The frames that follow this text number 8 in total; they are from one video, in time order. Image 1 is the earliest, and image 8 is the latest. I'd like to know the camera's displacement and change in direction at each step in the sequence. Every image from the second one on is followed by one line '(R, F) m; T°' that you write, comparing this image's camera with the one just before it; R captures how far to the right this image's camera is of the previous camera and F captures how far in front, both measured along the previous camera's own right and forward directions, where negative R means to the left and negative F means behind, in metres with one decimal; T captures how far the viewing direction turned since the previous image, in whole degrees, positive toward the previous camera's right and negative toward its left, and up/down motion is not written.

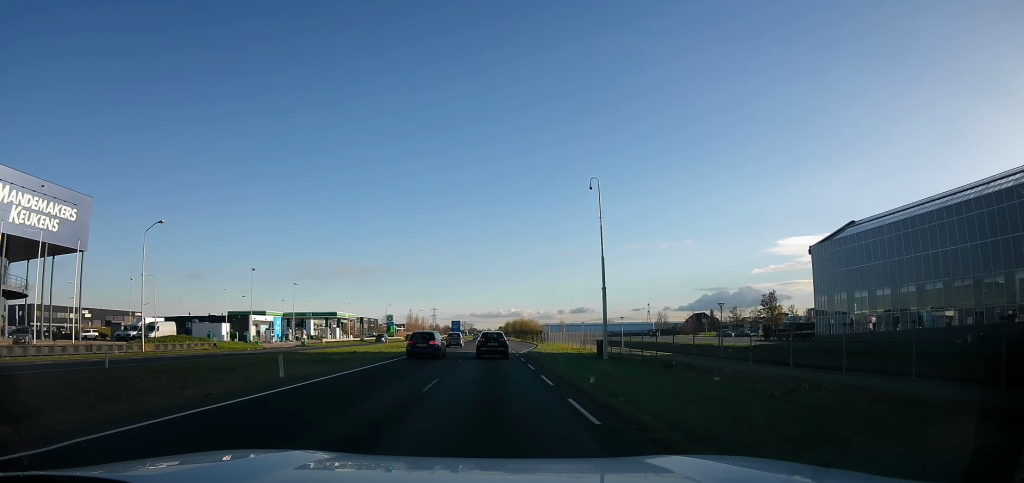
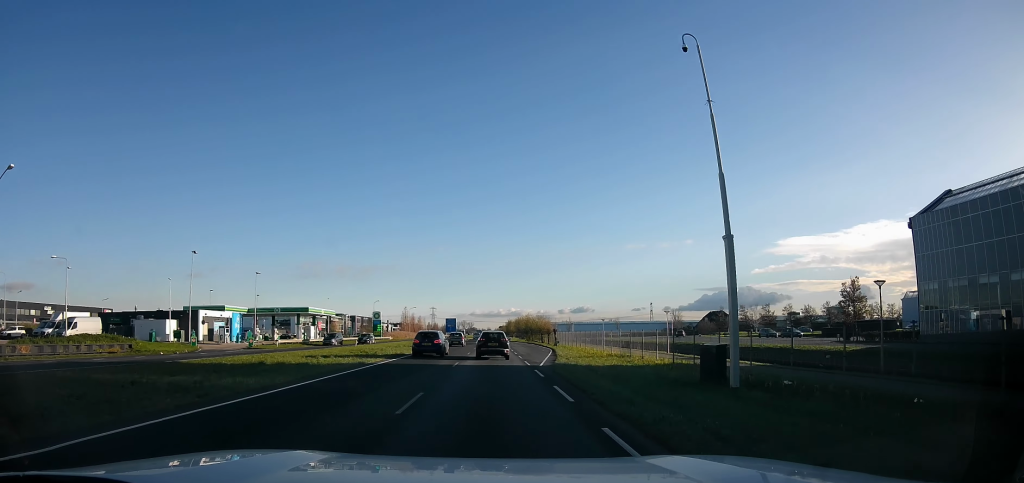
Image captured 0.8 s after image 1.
(0.0, +15.6) m; 0°
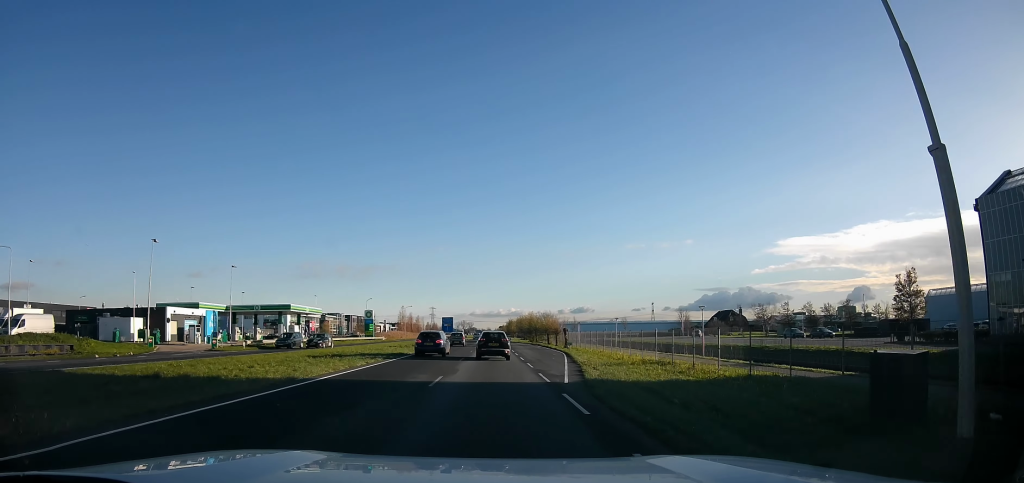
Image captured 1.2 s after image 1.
(0.0, +7.8) m; 0°
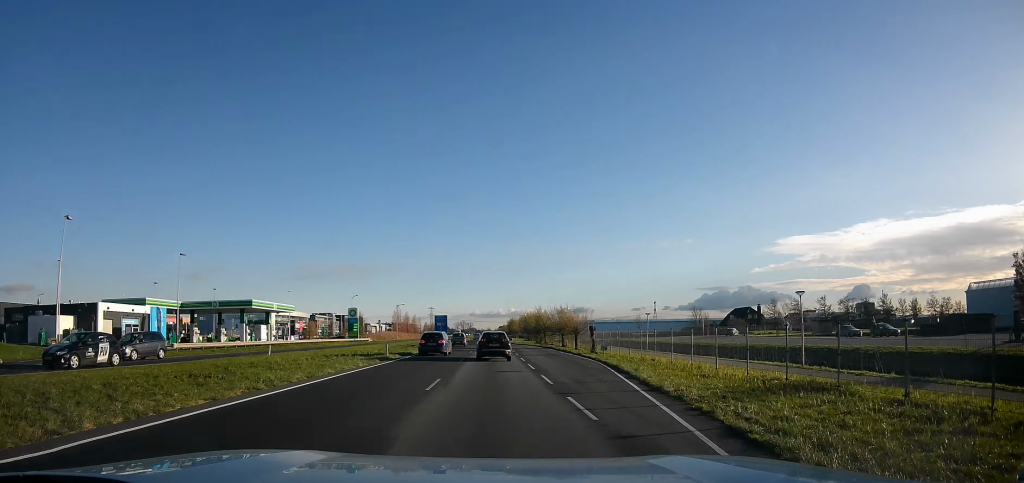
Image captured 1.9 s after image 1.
(0.0, +13.0) m; 0°
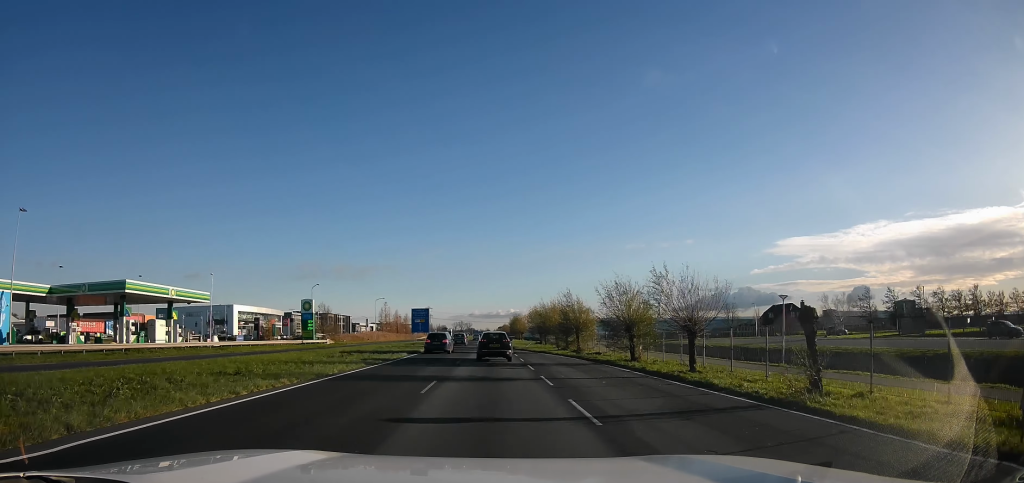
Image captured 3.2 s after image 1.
(0.0, +25.2) m; +1°
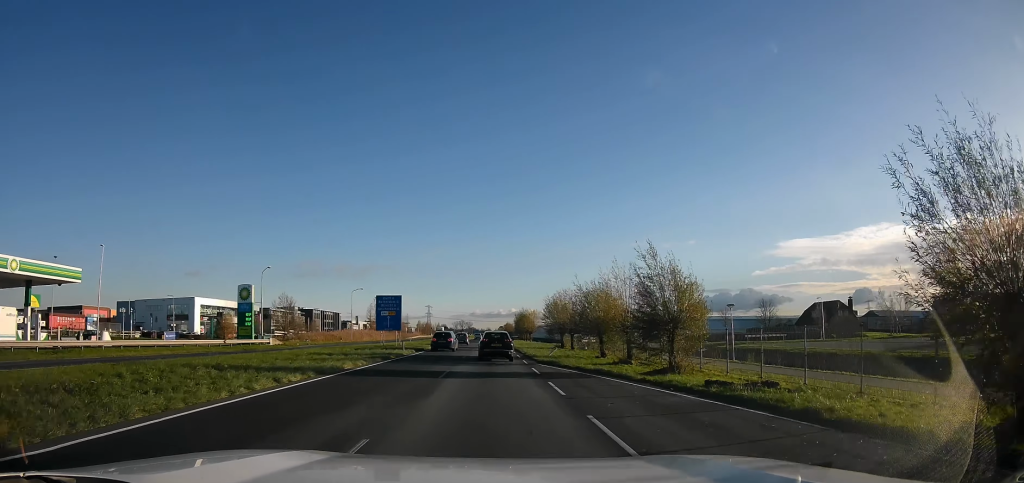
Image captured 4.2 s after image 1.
(+0.5, +20.3) m; +1°
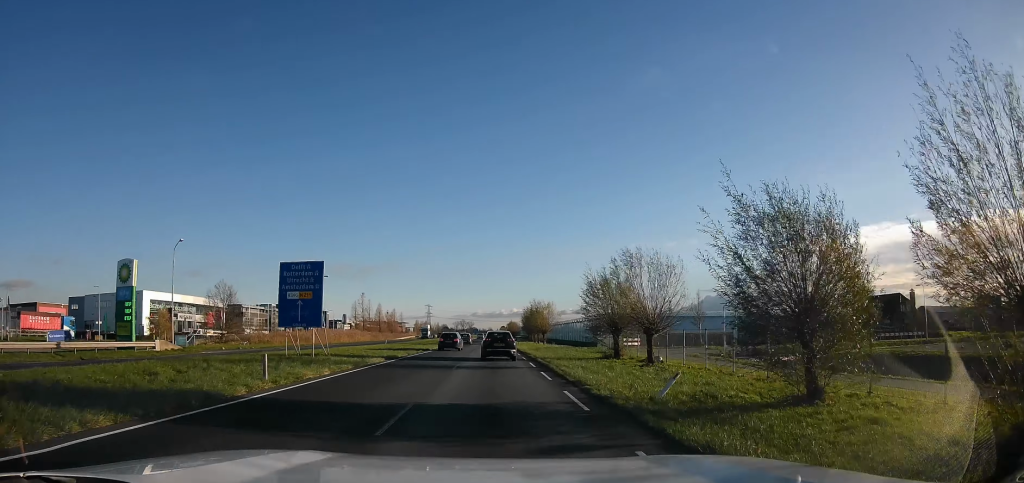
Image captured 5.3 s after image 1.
(-0.3, +20.7) m; -1°
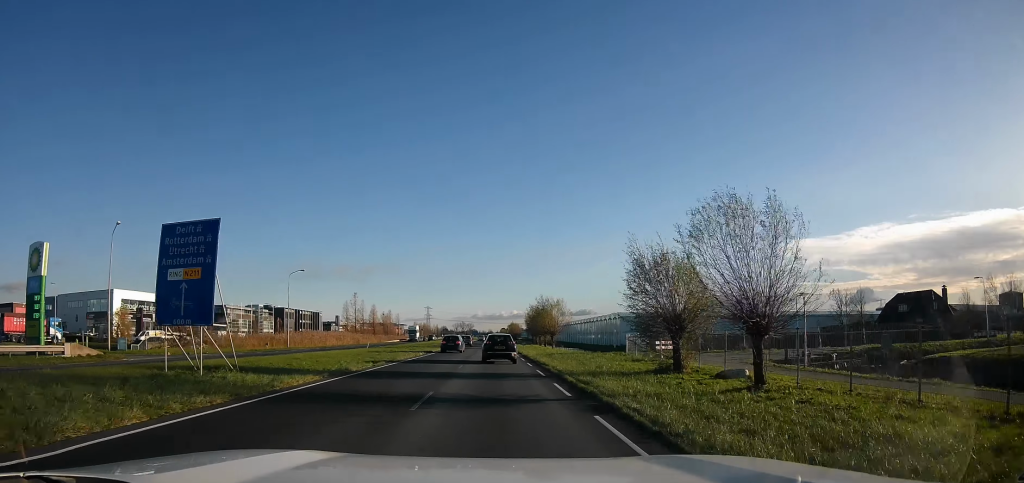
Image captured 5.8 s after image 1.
(-0.1, +9.3) m; -2°
